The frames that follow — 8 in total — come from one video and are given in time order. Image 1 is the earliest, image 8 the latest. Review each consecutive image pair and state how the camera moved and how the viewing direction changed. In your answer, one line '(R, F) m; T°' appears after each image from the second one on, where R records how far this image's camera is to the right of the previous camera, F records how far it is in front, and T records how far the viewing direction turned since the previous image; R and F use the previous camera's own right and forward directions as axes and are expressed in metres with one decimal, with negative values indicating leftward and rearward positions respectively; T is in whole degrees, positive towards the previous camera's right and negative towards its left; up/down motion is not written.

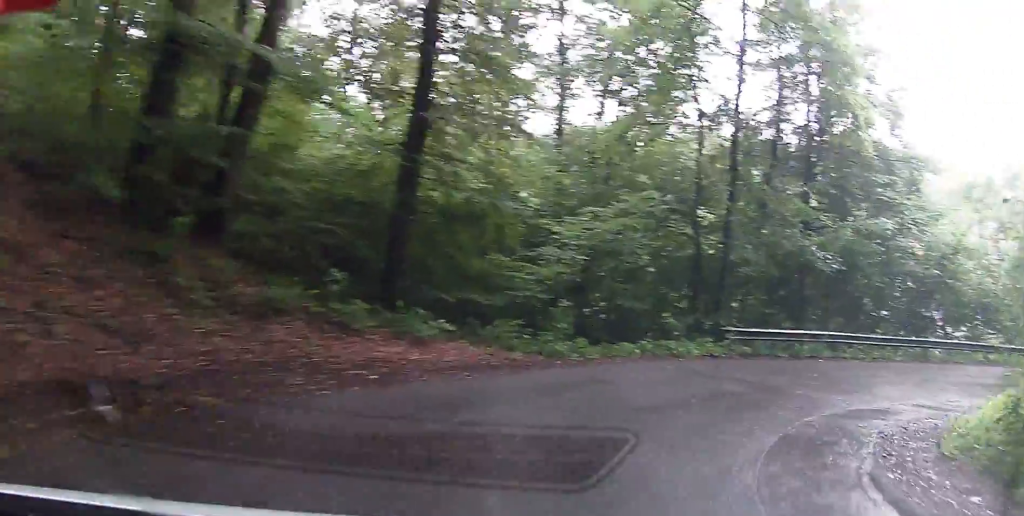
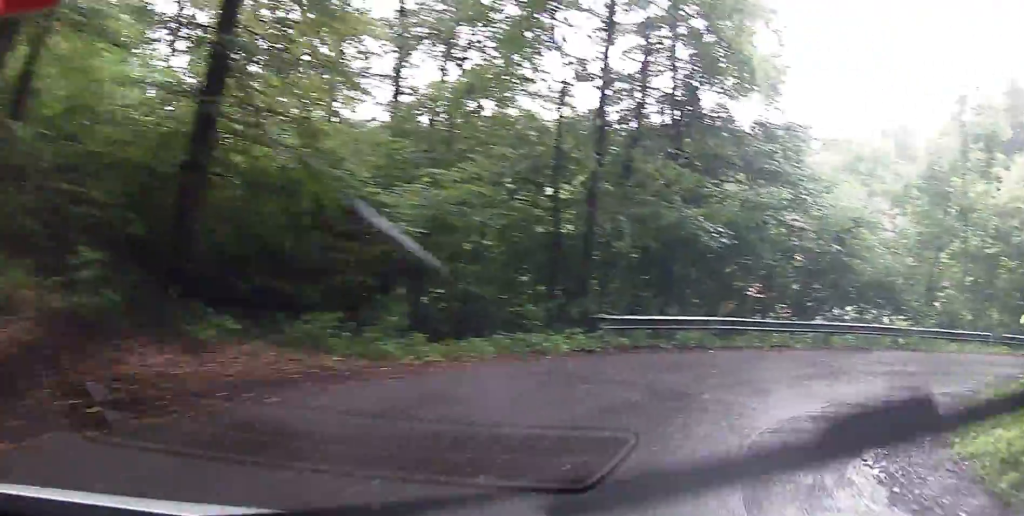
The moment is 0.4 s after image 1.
(-0.3, +2.6) m; +15°
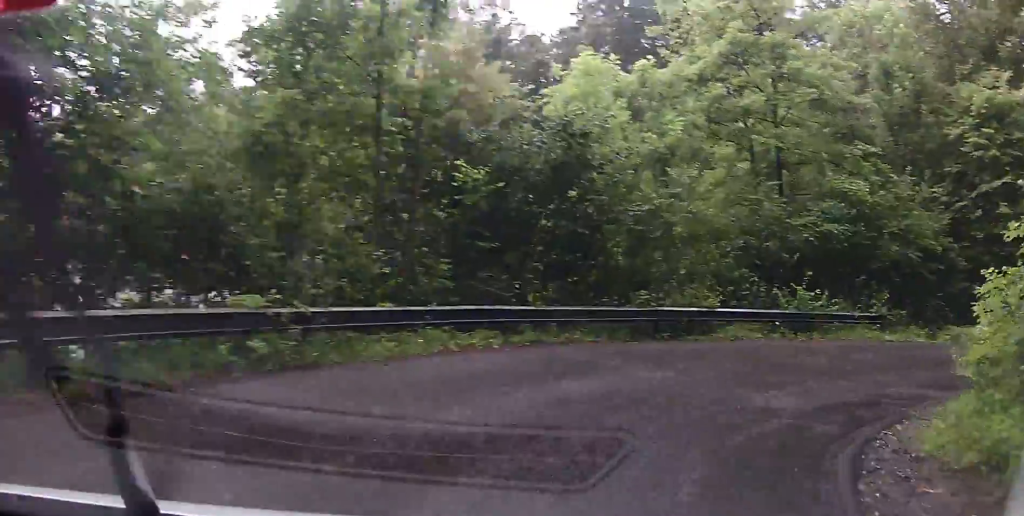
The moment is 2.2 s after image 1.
(+6.7, +9.9) m; +56°
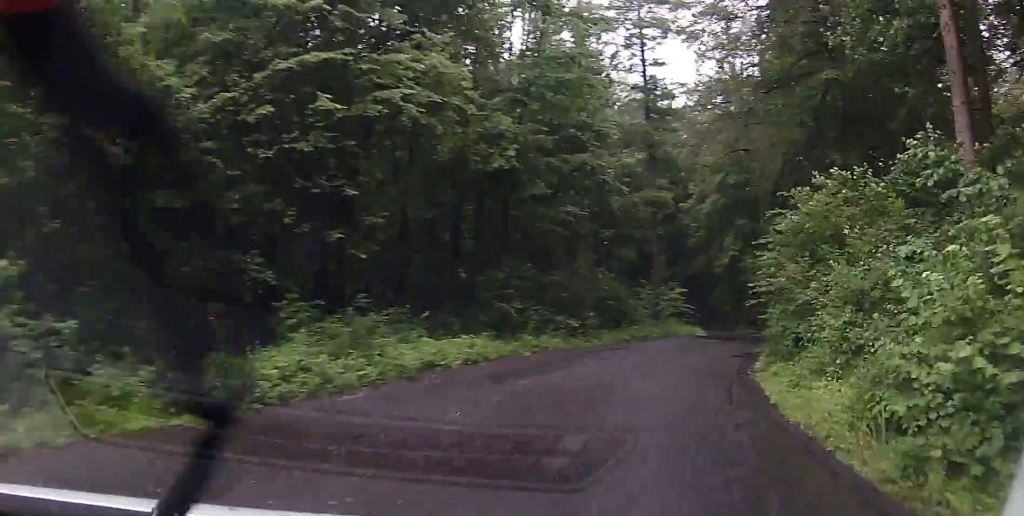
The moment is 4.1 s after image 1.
(+6.2, +10.0) m; +63°
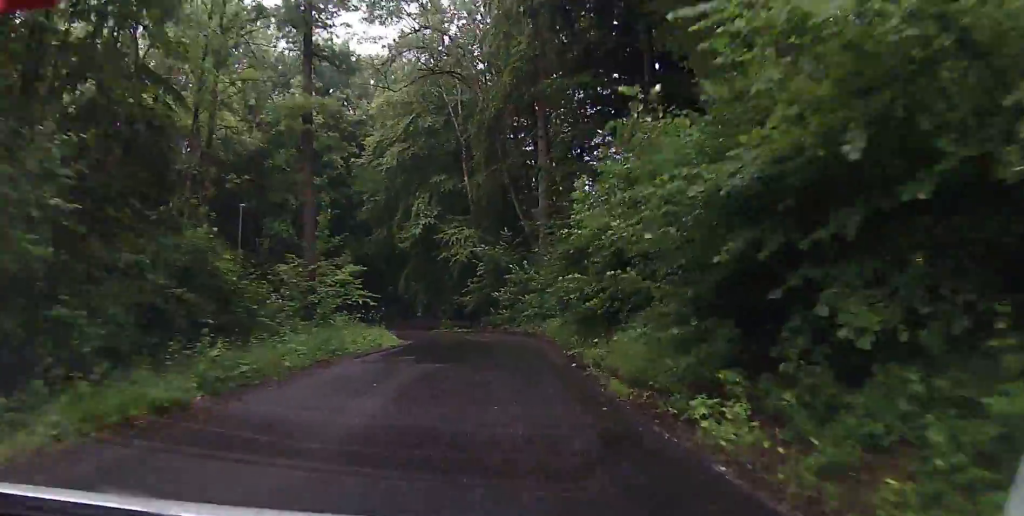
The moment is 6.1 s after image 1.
(+4.3, +16.6) m; +20°
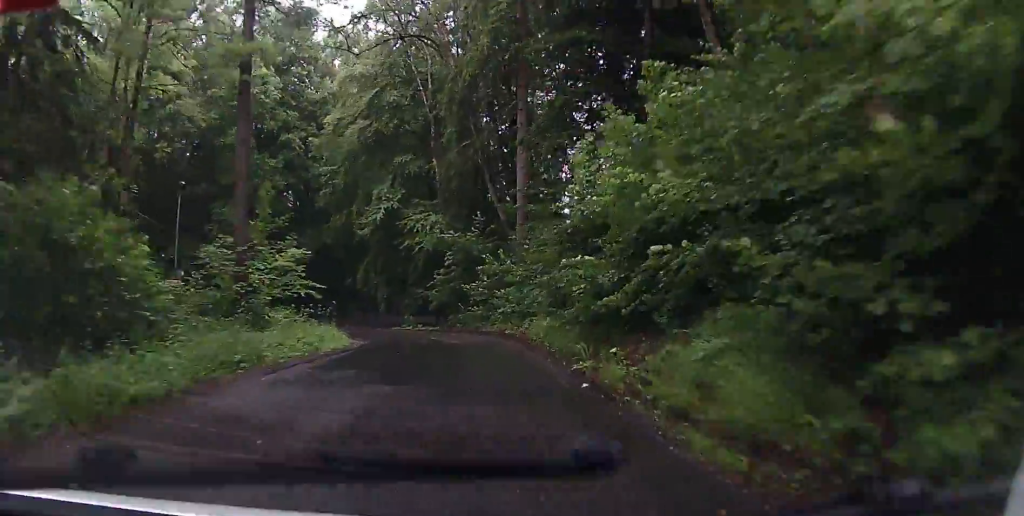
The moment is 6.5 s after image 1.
(-0.1, +4.4) m; +3°
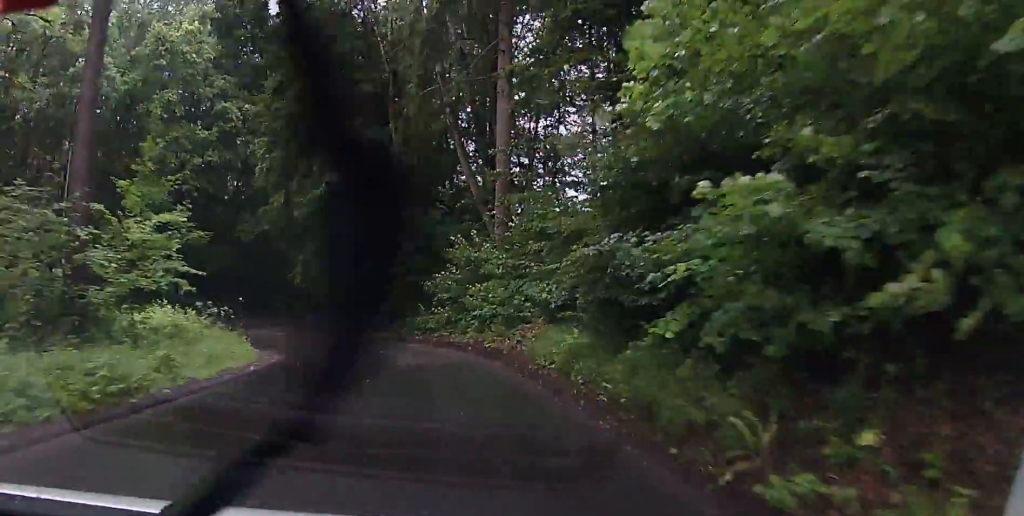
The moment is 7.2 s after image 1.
(+0.6, +7.5) m; +1°
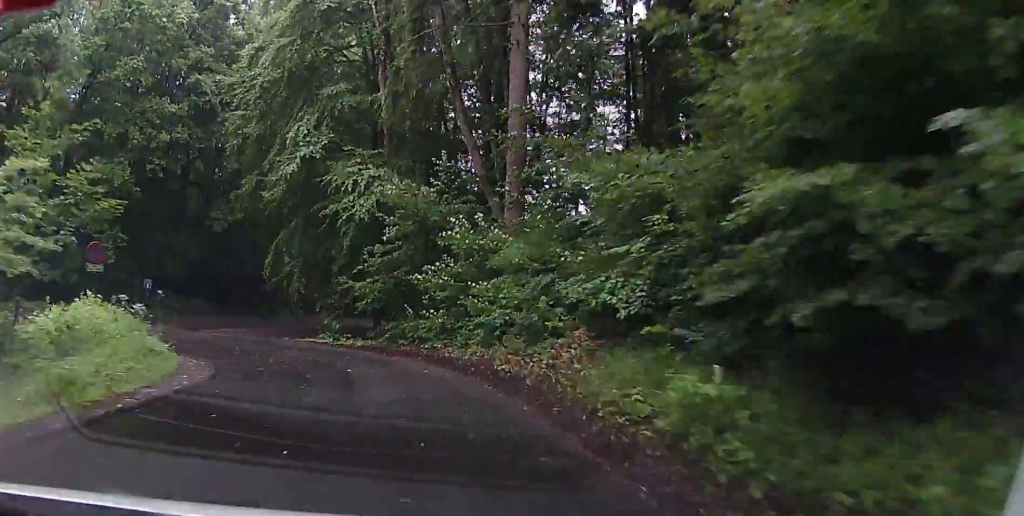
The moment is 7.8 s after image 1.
(+0.1, +5.2) m; -2°
